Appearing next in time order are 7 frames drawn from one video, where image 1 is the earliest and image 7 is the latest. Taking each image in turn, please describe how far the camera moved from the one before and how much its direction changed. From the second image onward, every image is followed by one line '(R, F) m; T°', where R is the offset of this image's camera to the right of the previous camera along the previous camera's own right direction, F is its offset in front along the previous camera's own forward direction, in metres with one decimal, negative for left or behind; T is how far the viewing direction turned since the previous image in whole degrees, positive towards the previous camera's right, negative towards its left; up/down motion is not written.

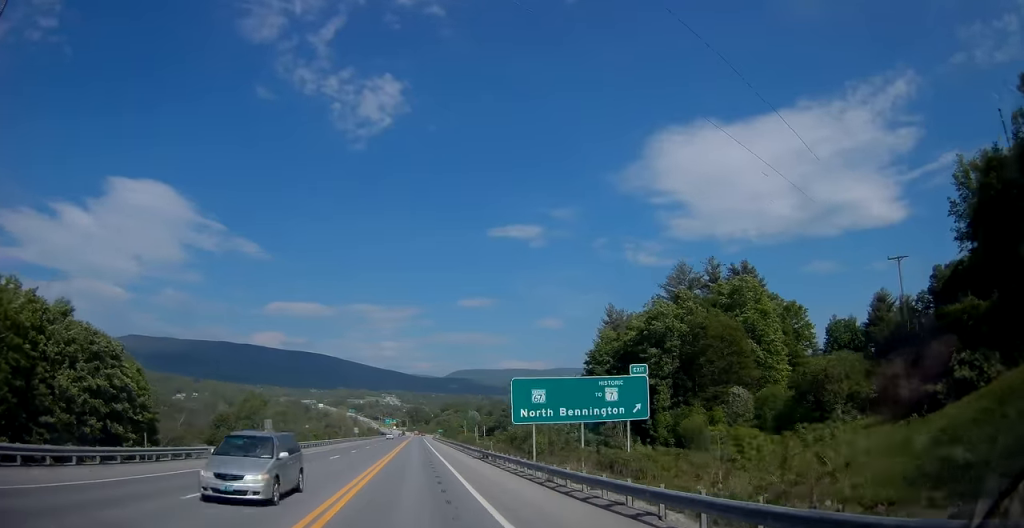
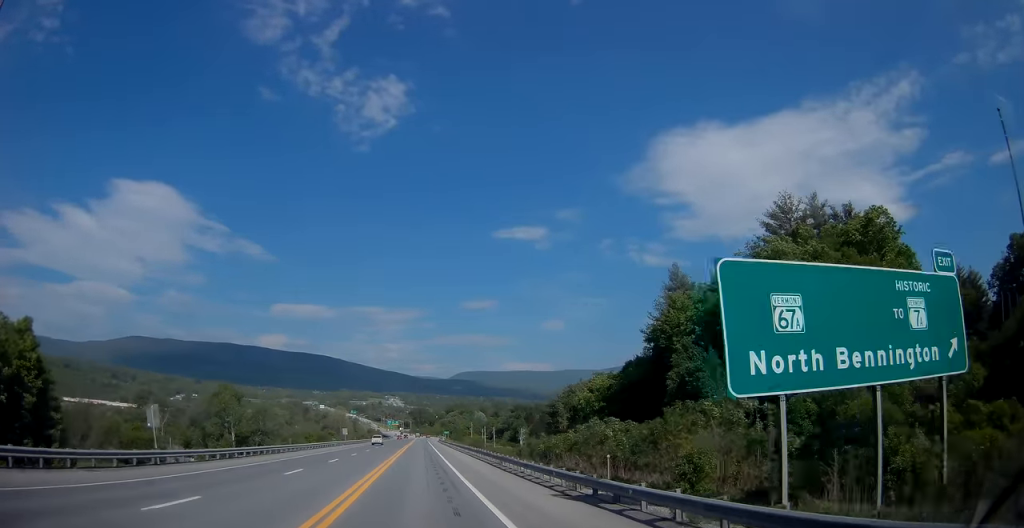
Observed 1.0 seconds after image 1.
(+0.3, +27.0) m; 0°
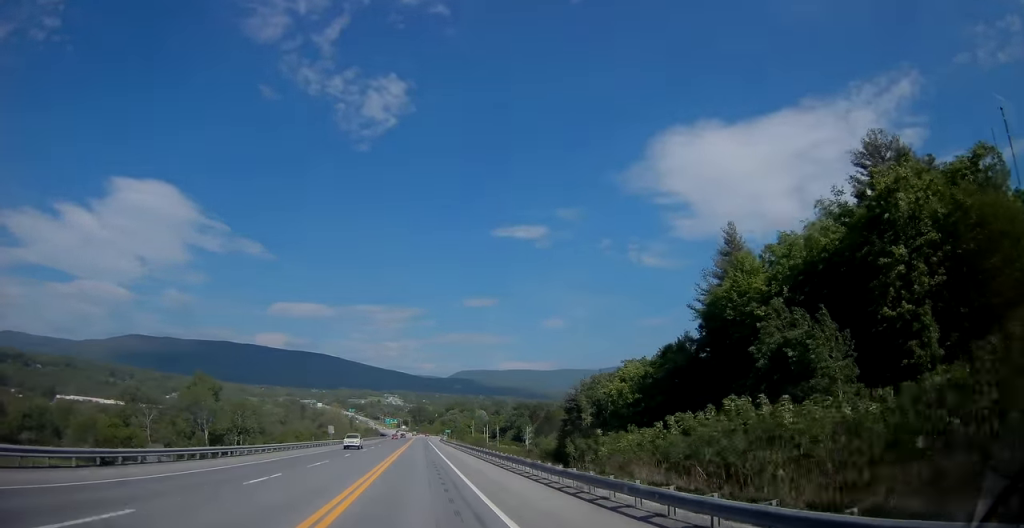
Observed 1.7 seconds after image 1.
(+0.1, +16.5) m; -1°
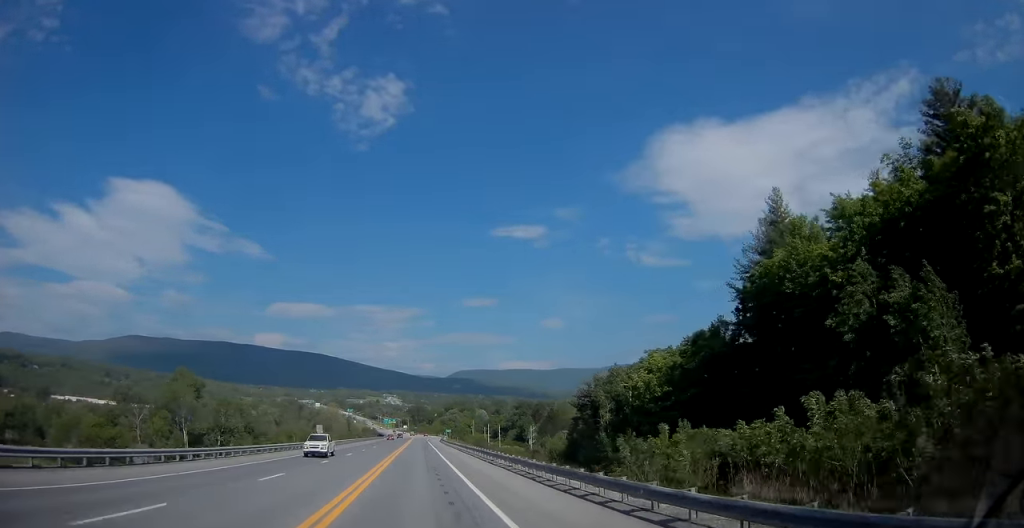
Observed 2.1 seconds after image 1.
(-0.1, +10.5) m; 0°
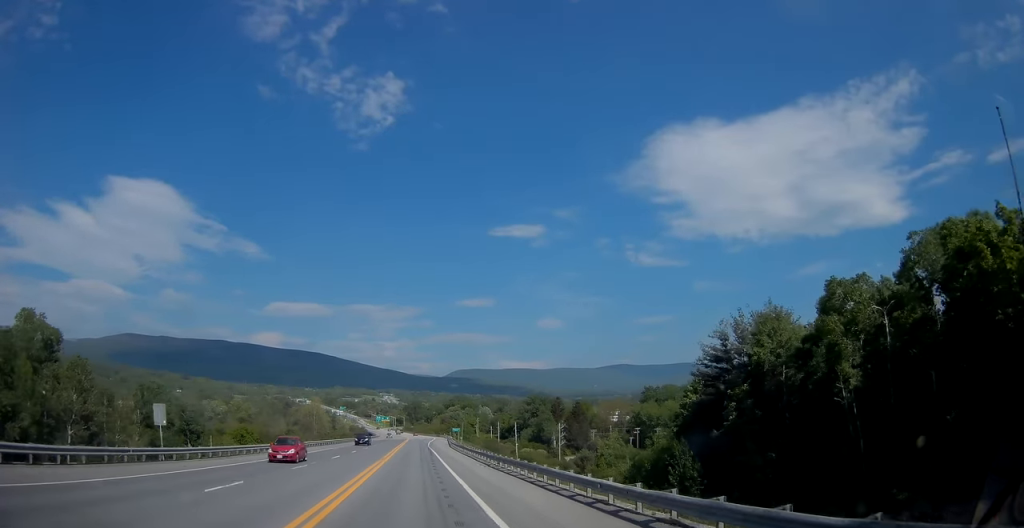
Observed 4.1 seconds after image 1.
(+0.2, +54.6) m; +1°
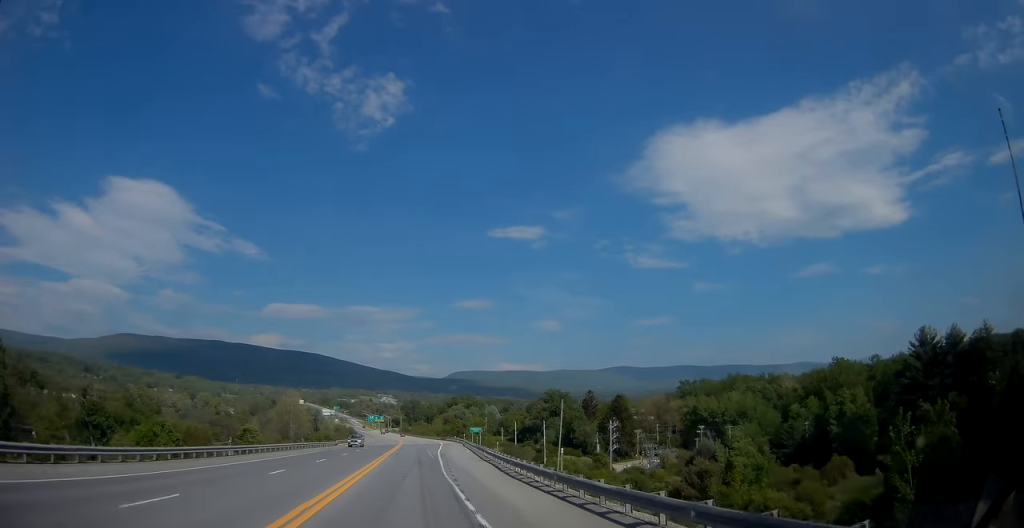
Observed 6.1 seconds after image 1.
(-0.1, +53.2) m; 0°
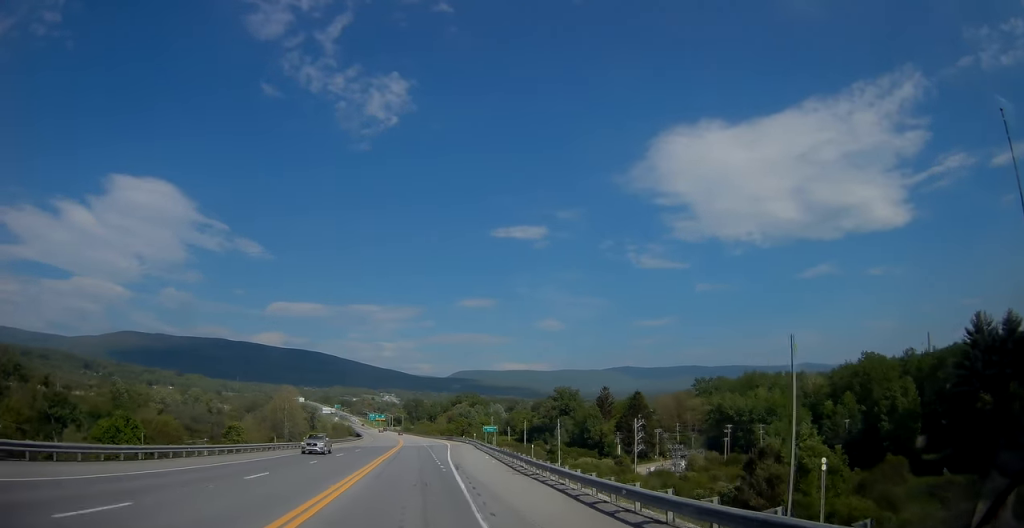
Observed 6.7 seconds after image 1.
(0.0, +15.1) m; 0°
